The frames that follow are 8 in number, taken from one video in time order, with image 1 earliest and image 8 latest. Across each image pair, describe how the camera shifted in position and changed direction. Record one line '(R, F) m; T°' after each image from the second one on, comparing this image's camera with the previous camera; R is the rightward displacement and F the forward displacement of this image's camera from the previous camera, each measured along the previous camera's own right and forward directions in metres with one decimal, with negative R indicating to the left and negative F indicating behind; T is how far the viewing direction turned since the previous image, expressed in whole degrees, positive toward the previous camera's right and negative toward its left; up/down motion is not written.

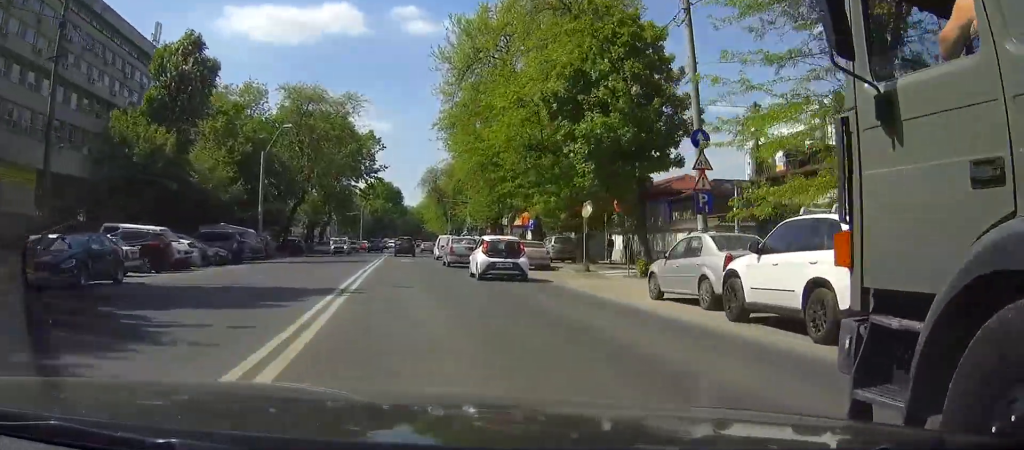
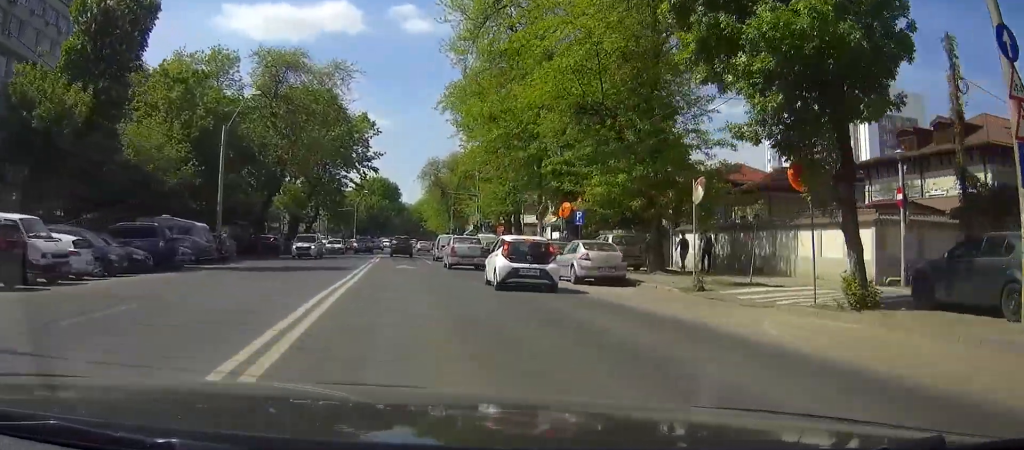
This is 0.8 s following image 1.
(+0.1, +12.8) m; 0°
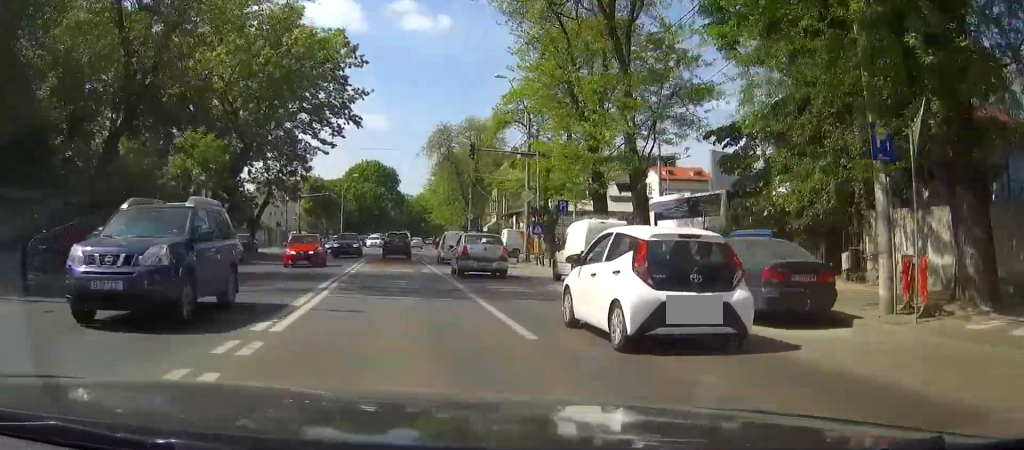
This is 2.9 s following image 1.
(0.0, +32.1) m; 0°
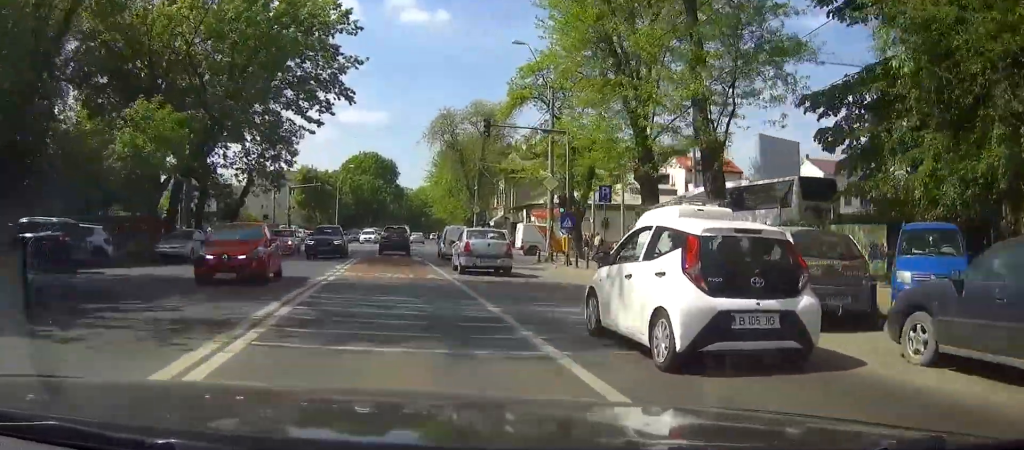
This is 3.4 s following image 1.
(0.0, +7.8) m; 0°
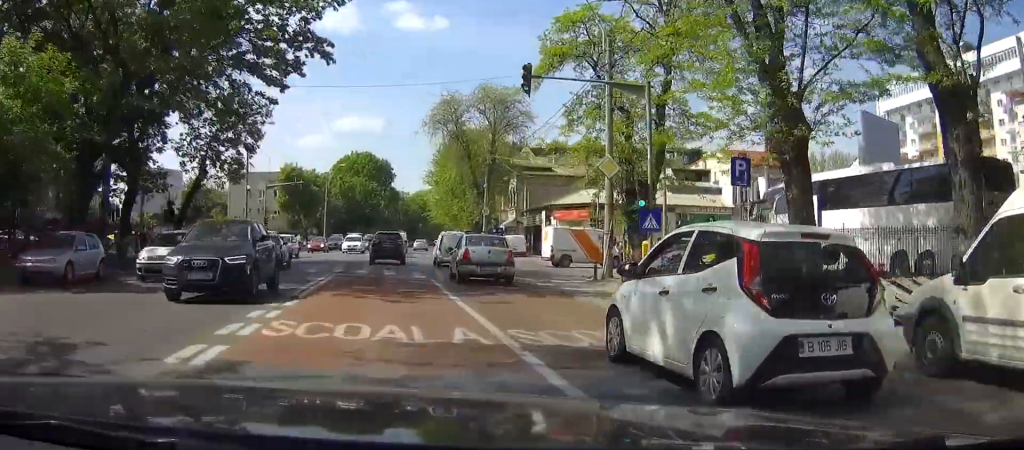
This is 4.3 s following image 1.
(0.0, +12.2) m; +1°
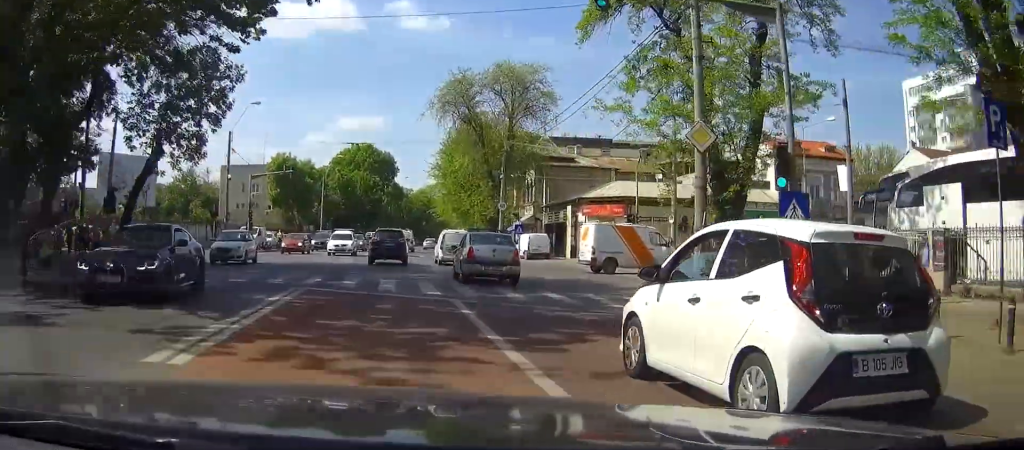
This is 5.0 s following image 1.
(+0.1, +8.5) m; 0°
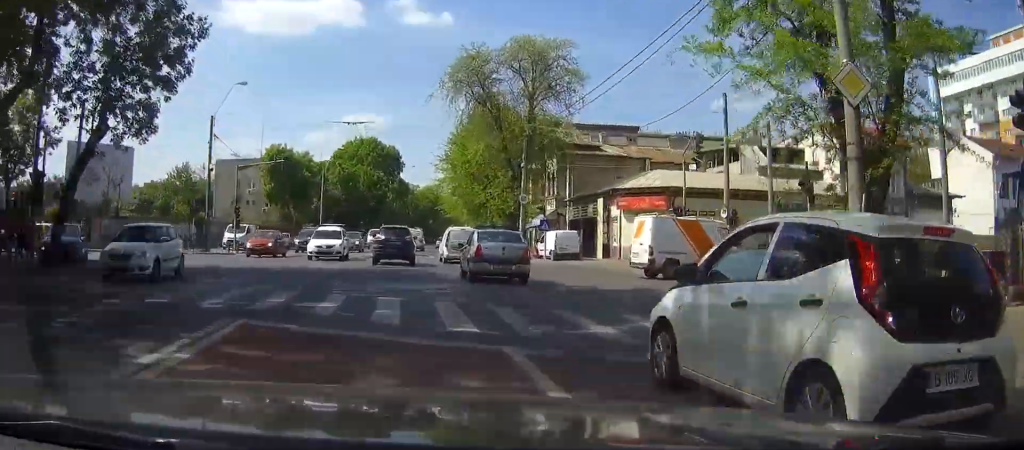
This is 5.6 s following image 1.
(+0.1, +7.0) m; 0°
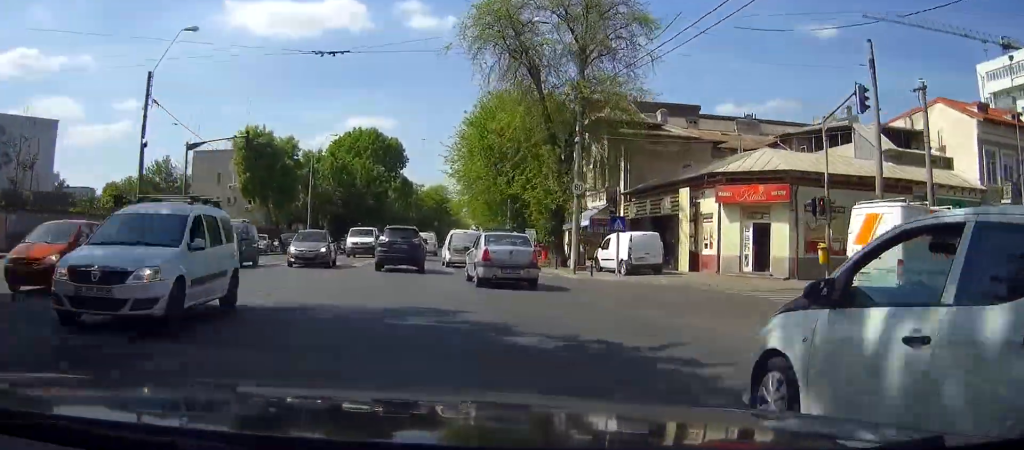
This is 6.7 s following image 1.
(-0.2, +13.8) m; -1°
